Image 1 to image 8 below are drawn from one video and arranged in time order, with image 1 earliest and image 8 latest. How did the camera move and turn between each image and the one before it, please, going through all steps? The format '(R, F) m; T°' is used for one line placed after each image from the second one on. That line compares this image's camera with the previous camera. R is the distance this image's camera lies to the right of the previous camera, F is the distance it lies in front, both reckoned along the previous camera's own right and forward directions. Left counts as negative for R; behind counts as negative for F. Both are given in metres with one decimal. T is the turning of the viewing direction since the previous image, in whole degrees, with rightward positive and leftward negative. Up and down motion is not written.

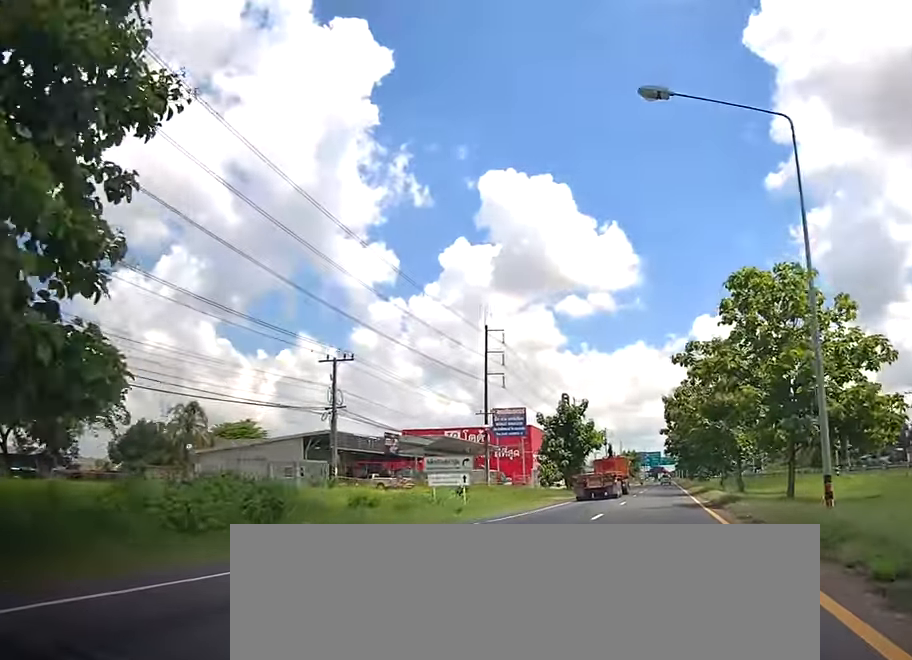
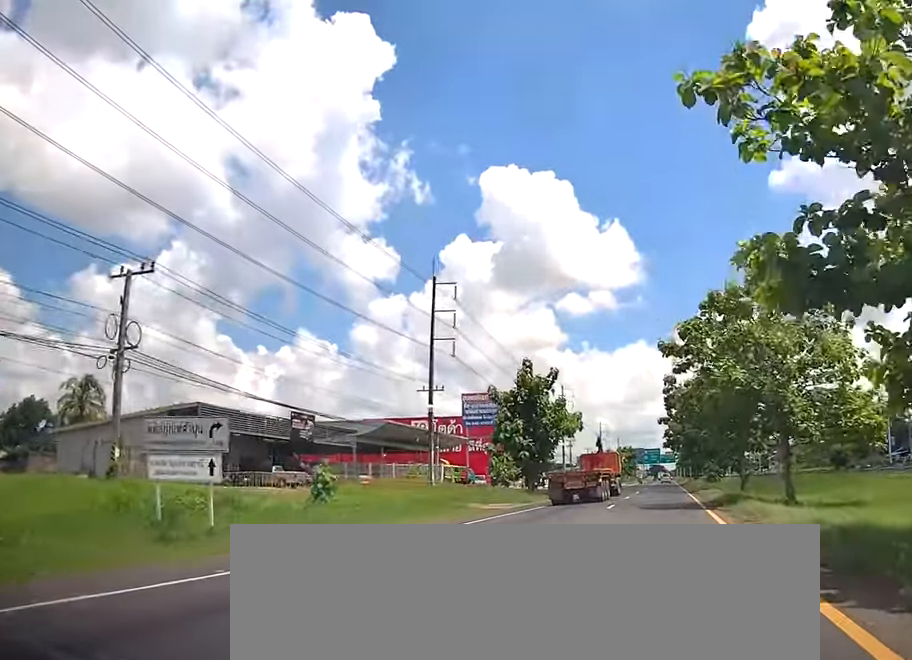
(+0.4, +19.4) m; +1°
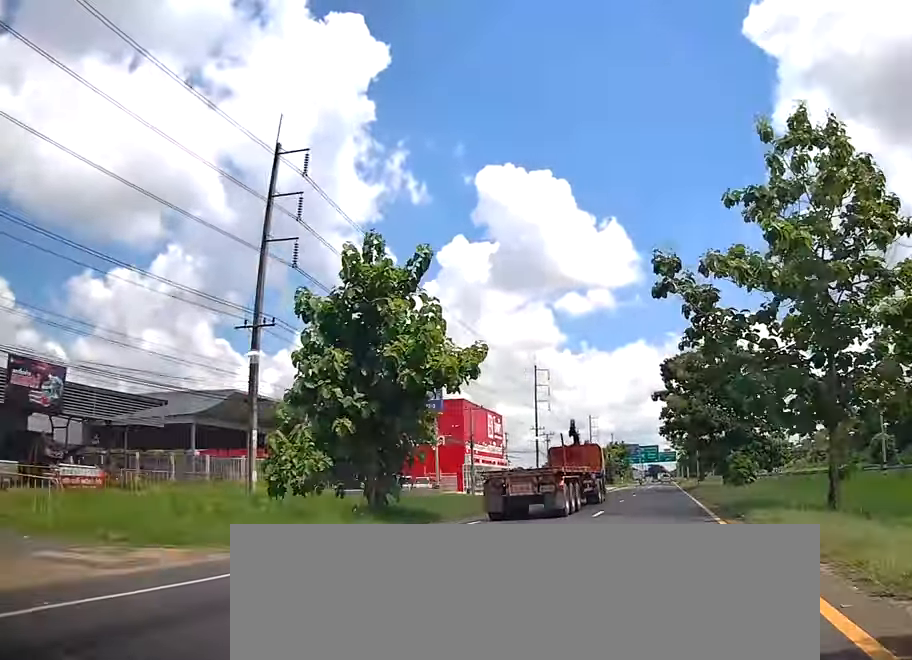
(+0.3, +27.8) m; +1°
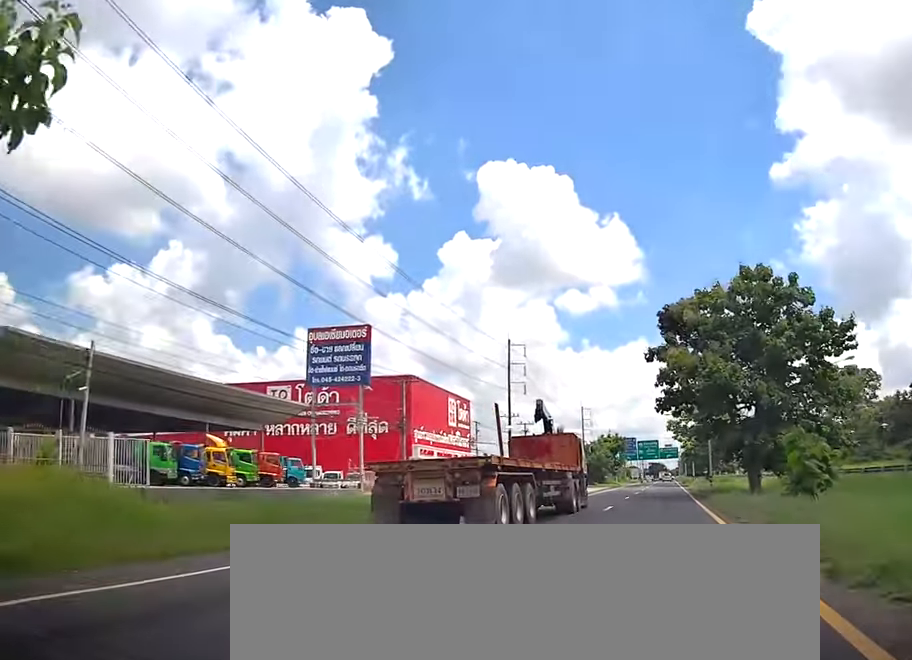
(+0.1, +20.3) m; -1°
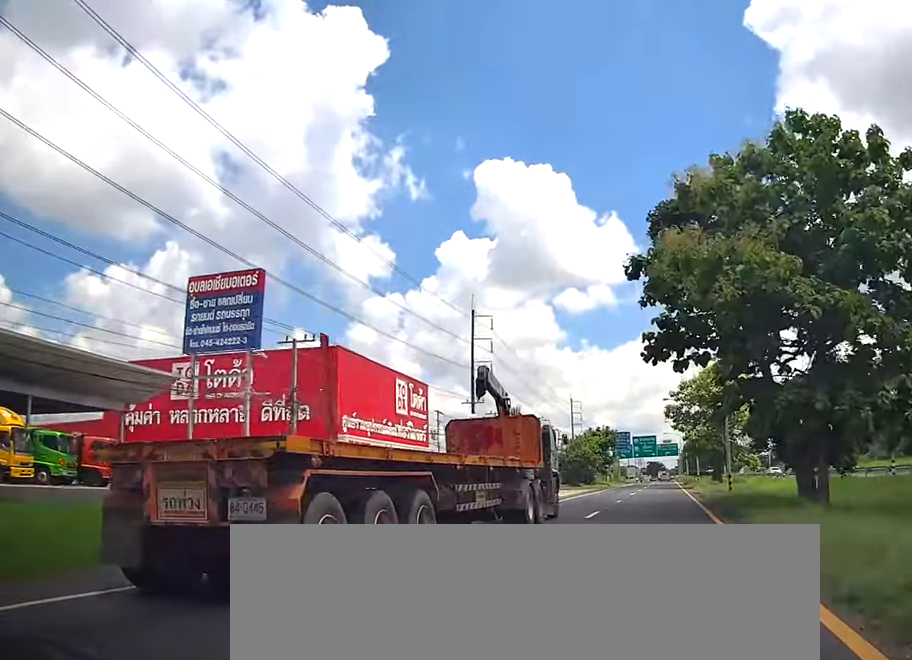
(-0.4, +17.3) m; -1°
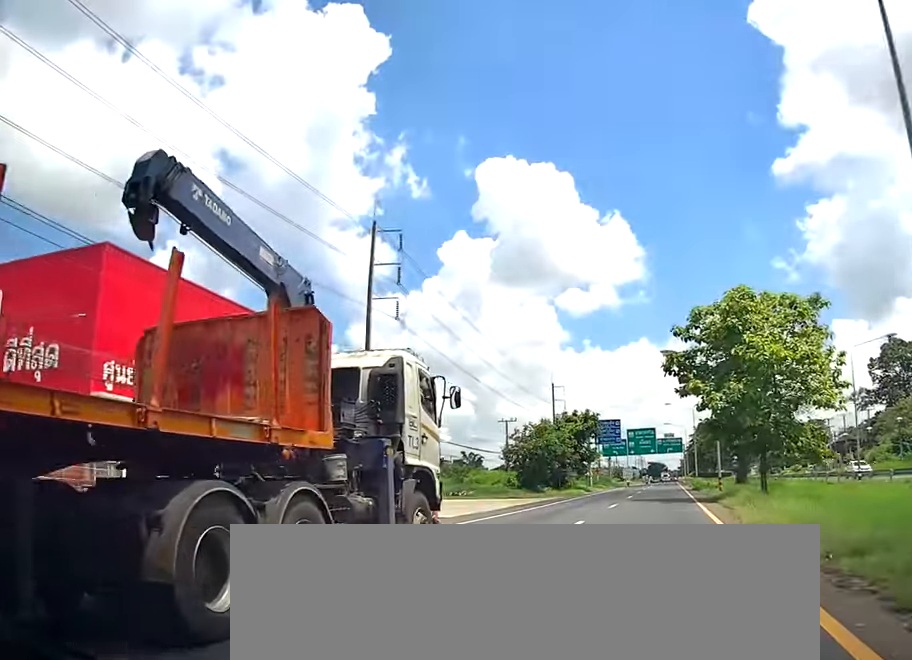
(+0.2, +28.6) m; 0°
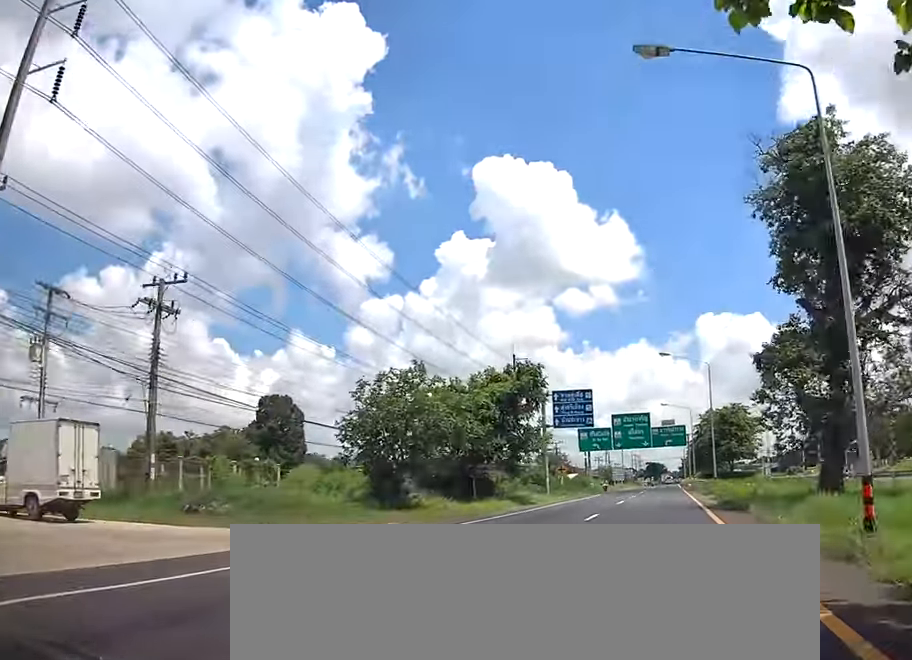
(-0.1, +32.9) m; 0°
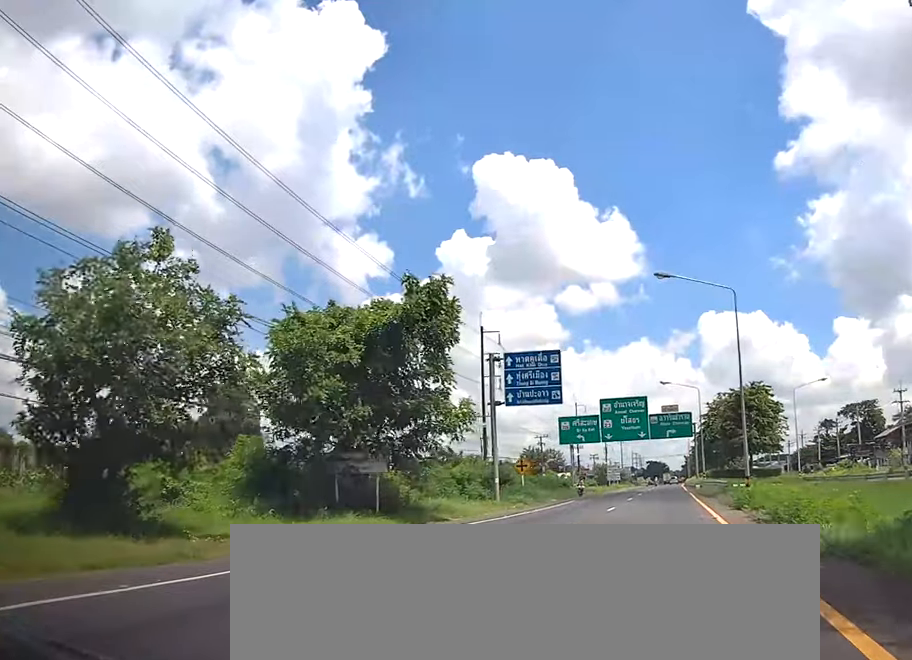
(0.0, +18.4) m; +1°
